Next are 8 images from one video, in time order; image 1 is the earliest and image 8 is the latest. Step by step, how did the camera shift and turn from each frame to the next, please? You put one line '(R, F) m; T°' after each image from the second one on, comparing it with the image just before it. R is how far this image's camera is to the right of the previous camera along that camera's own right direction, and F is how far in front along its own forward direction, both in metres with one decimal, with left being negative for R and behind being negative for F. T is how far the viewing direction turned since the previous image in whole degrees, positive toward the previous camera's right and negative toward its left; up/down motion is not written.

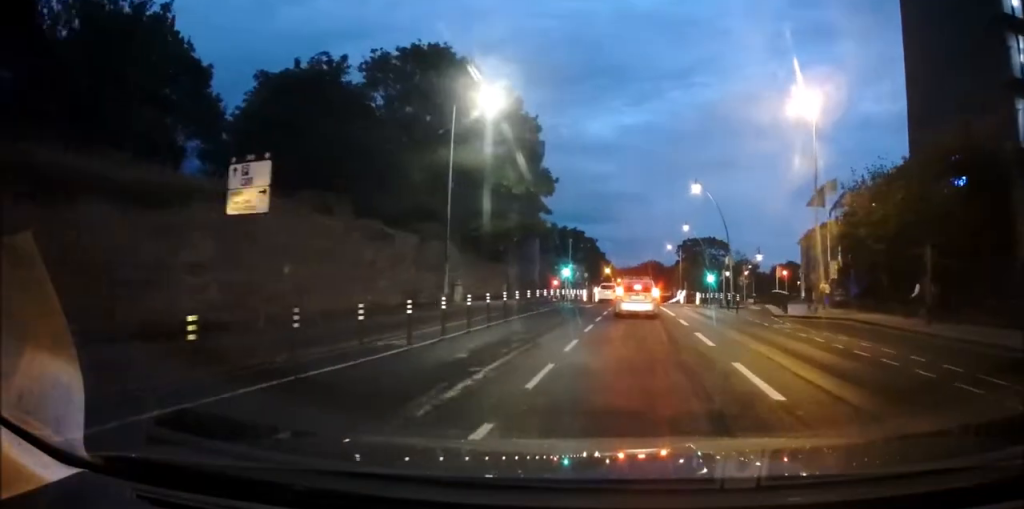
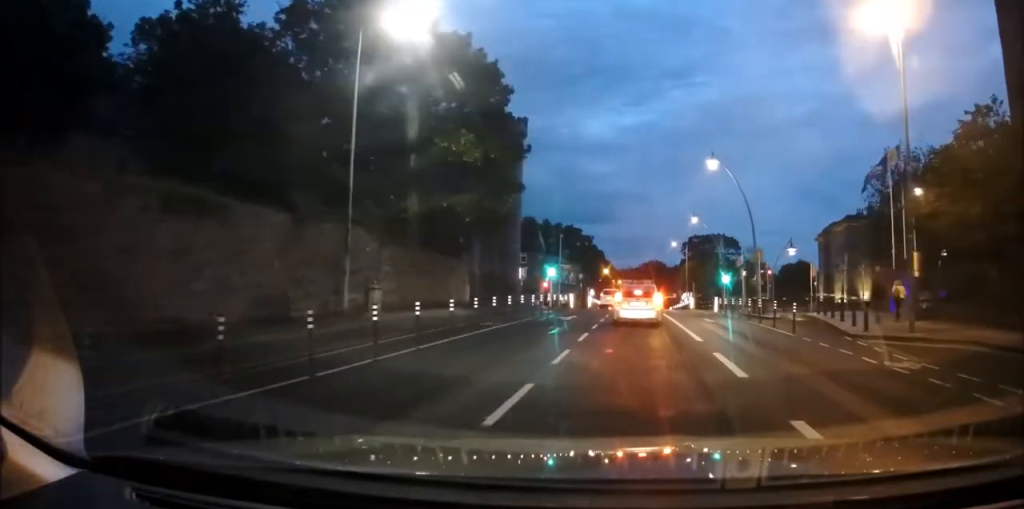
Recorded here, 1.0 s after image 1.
(+0.1, +9.3) m; 0°
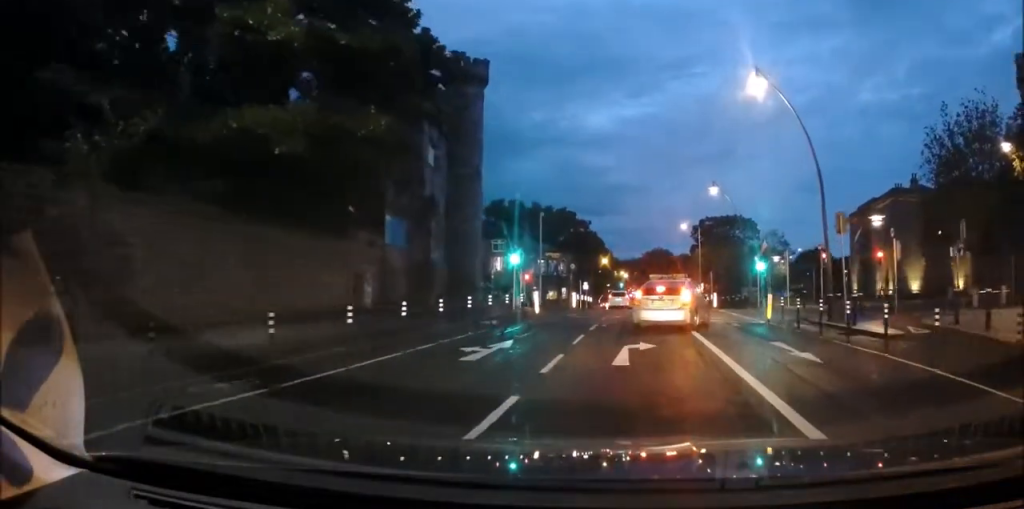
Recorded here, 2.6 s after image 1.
(-0.2, +12.6) m; 0°
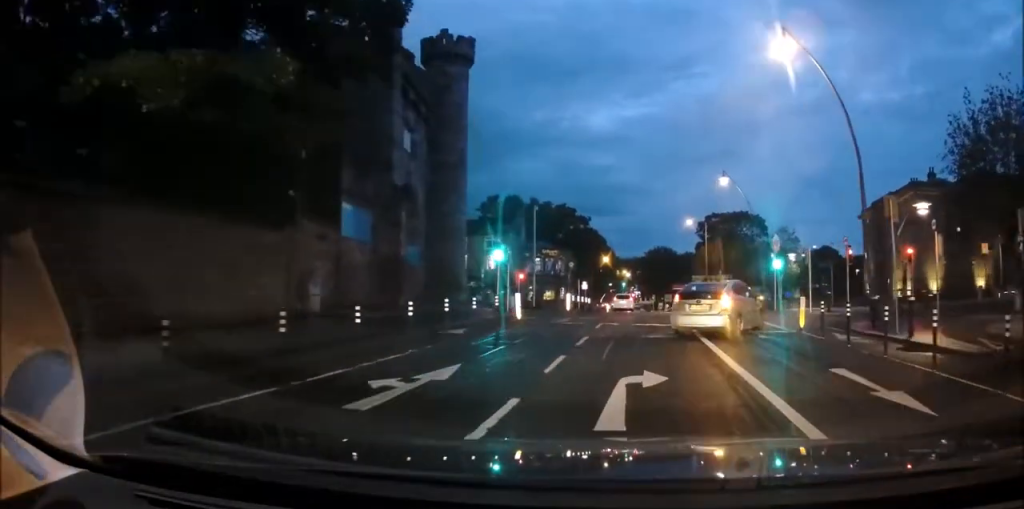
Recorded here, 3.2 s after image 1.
(+0.2, +3.8) m; 0°
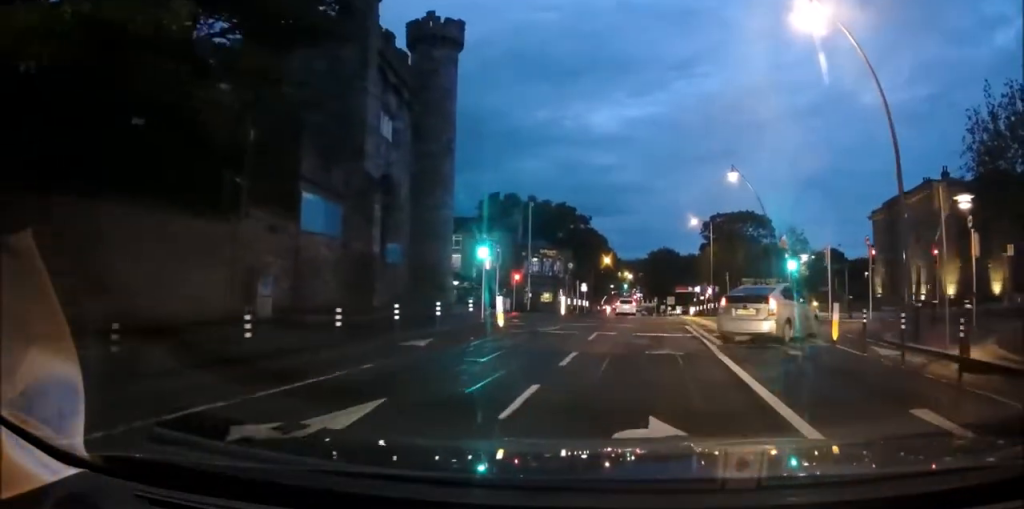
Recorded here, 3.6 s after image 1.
(0.0, +2.7) m; +2°
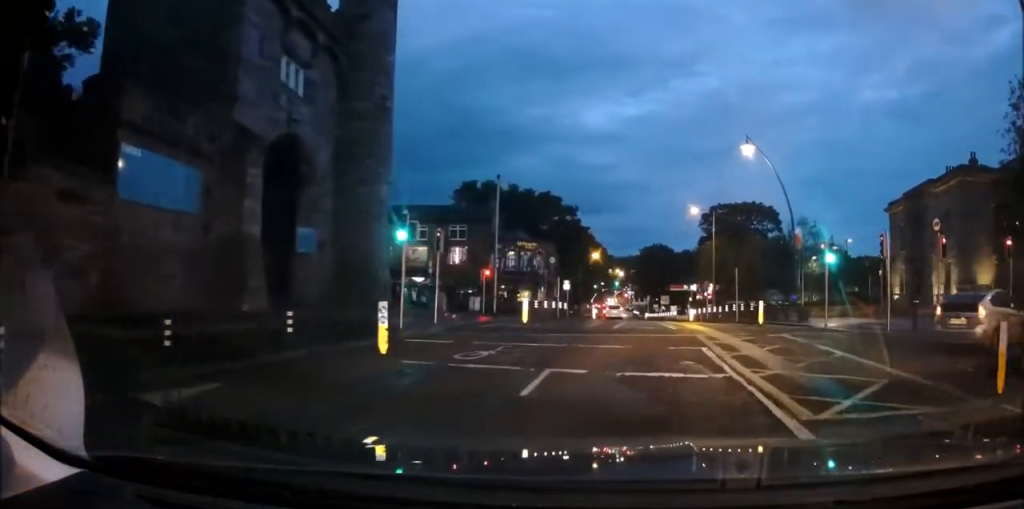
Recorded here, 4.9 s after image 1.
(+0.4, +7.0) m; +13°
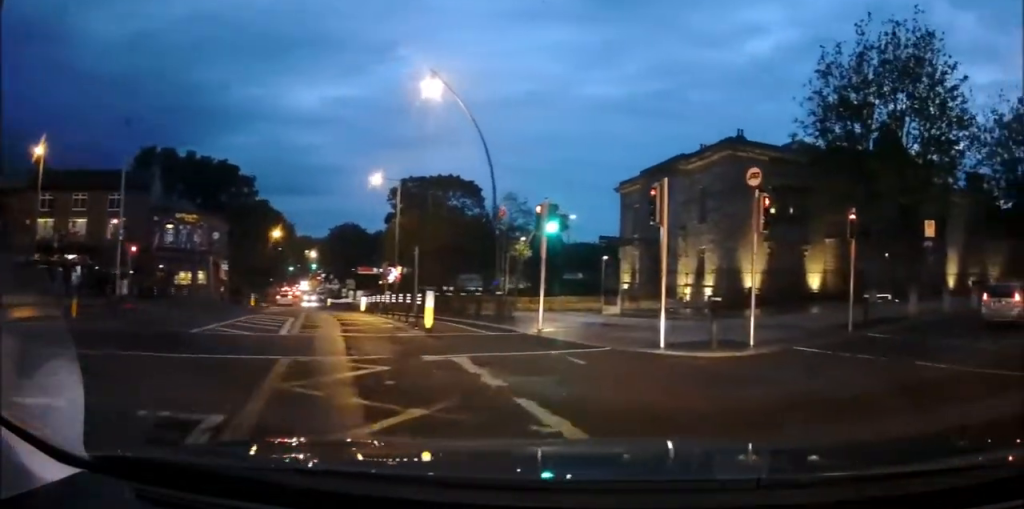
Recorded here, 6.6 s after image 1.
(+2.1, +8.0) m; +36°
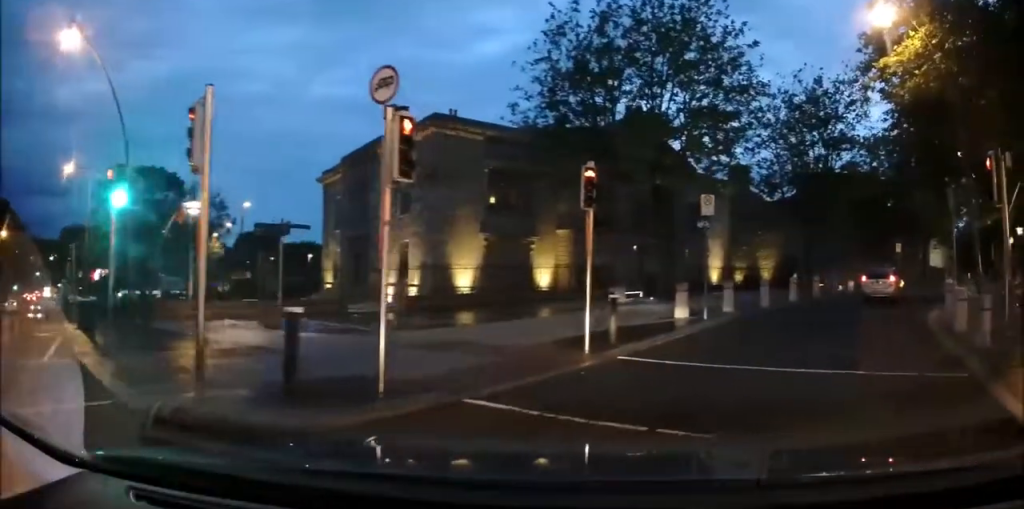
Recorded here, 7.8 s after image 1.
(+1.4, +5.5) m; +19°
